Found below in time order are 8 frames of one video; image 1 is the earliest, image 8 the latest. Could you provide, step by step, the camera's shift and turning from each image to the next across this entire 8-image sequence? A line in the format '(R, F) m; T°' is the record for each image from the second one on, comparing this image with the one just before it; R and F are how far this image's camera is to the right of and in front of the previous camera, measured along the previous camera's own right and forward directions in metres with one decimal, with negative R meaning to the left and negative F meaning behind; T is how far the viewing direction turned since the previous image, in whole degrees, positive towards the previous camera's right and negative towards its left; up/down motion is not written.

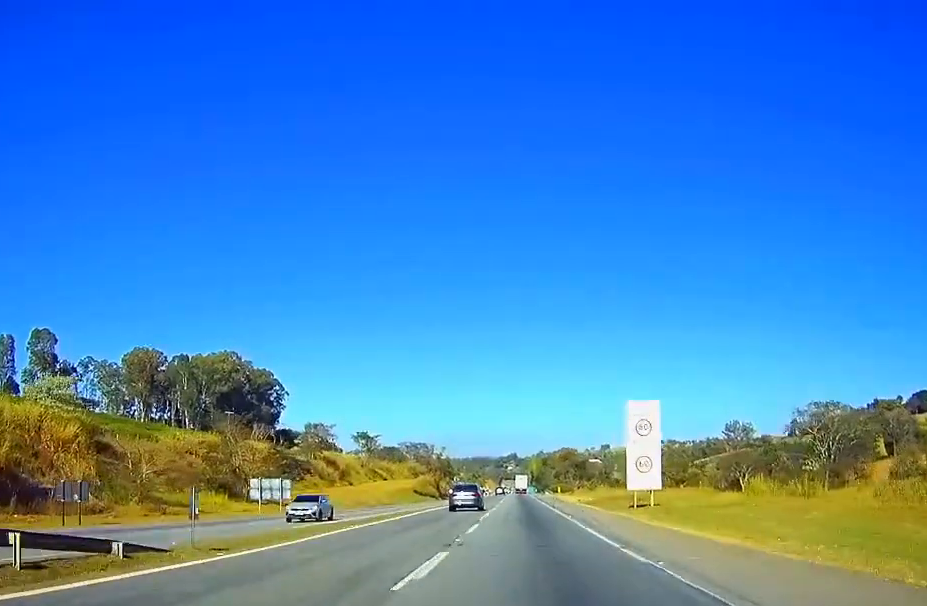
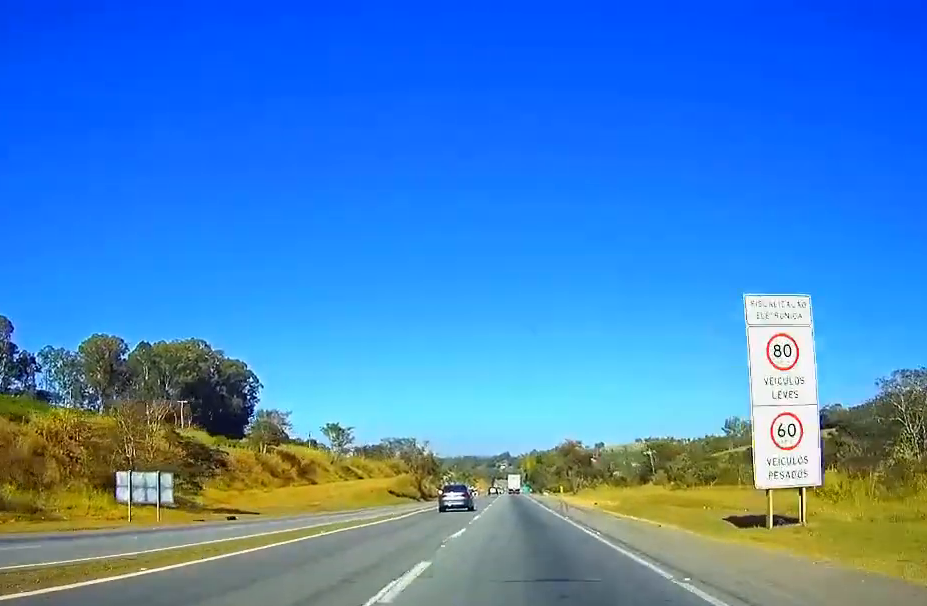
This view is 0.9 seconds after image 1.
(0.0, +27.3) m; 0°
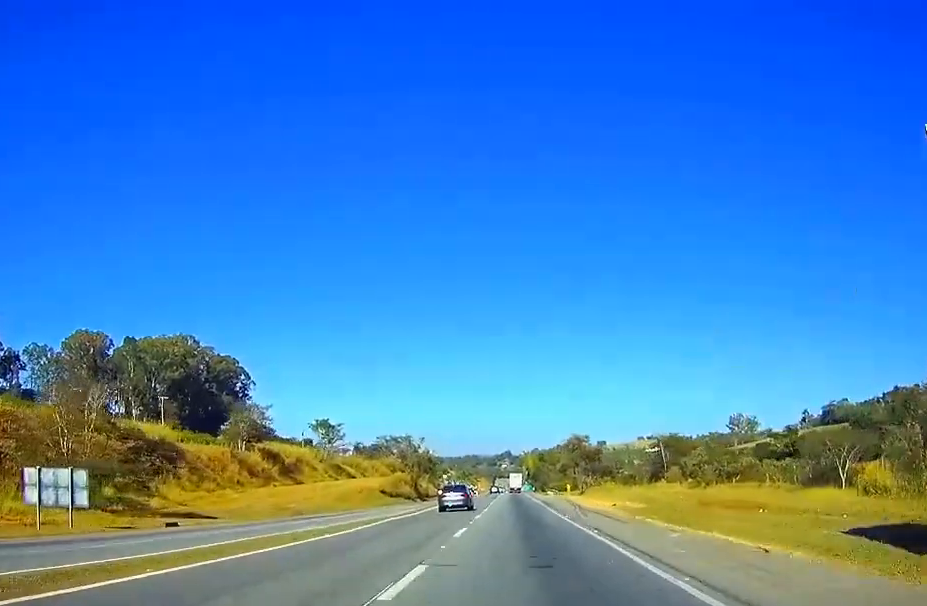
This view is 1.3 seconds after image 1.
(0.0, +11.7) m; 0°
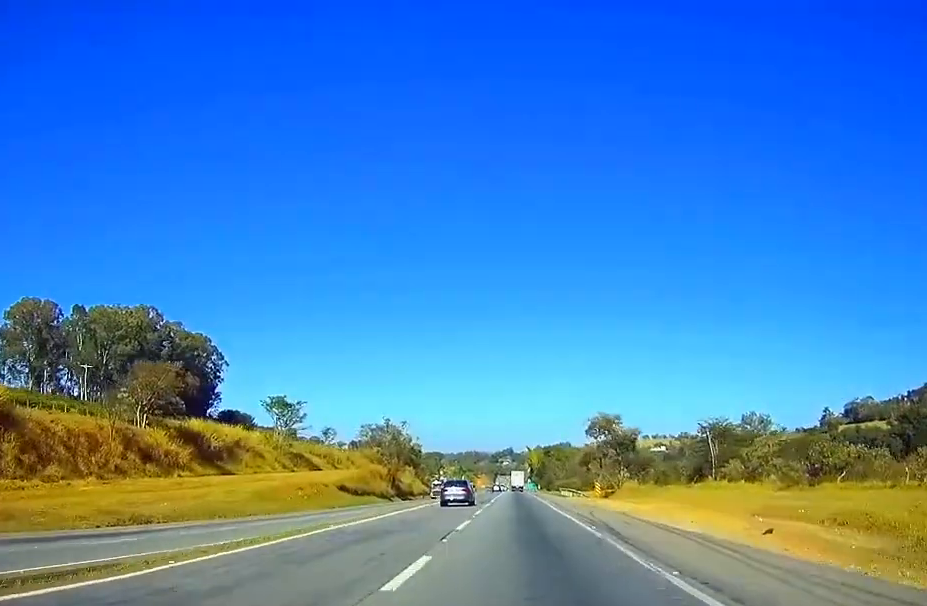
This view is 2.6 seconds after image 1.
(+0.1, +36.2) m; 0°
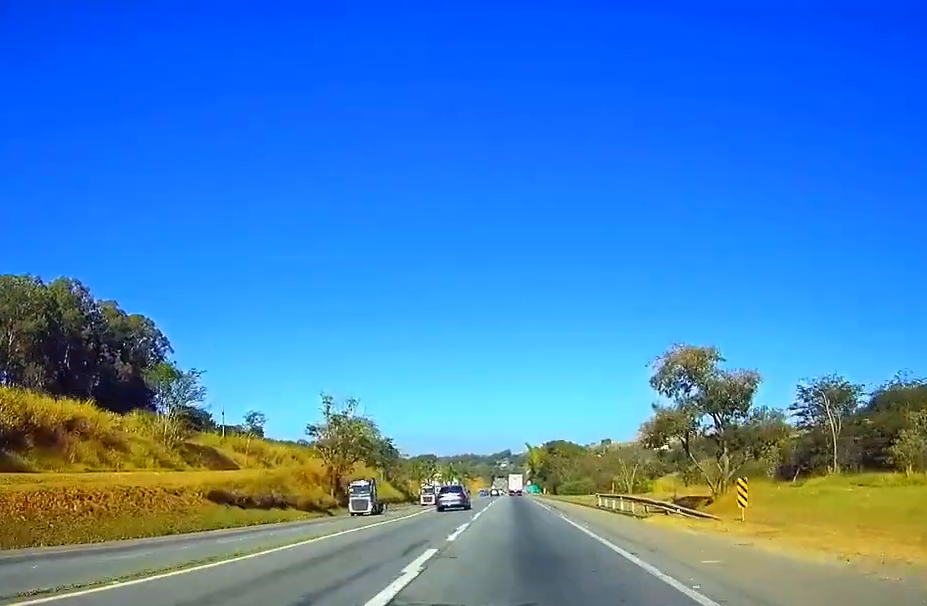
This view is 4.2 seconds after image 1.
(+0.1, +47.2) m; 0°
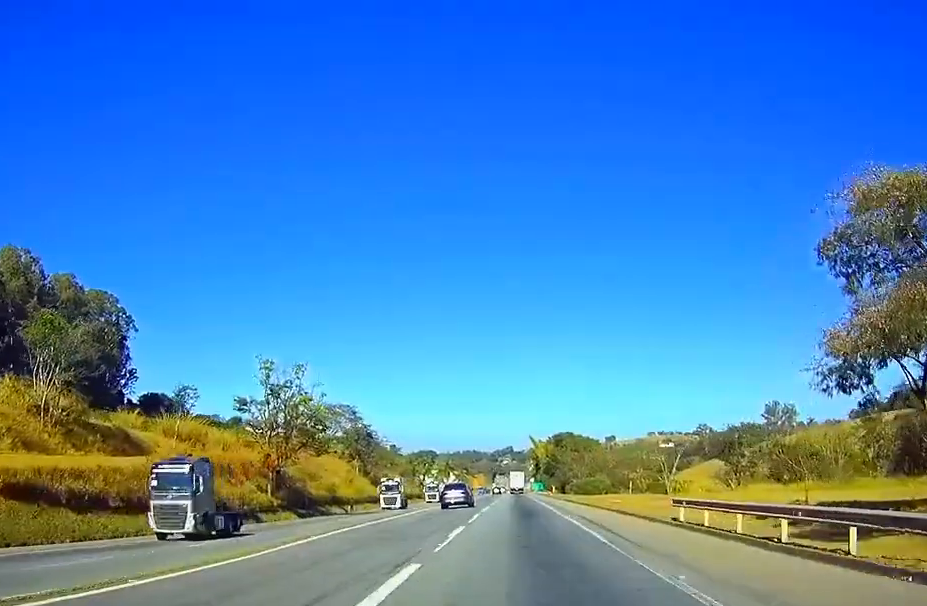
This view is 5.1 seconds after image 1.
(0.0, +27.7) m; 0°
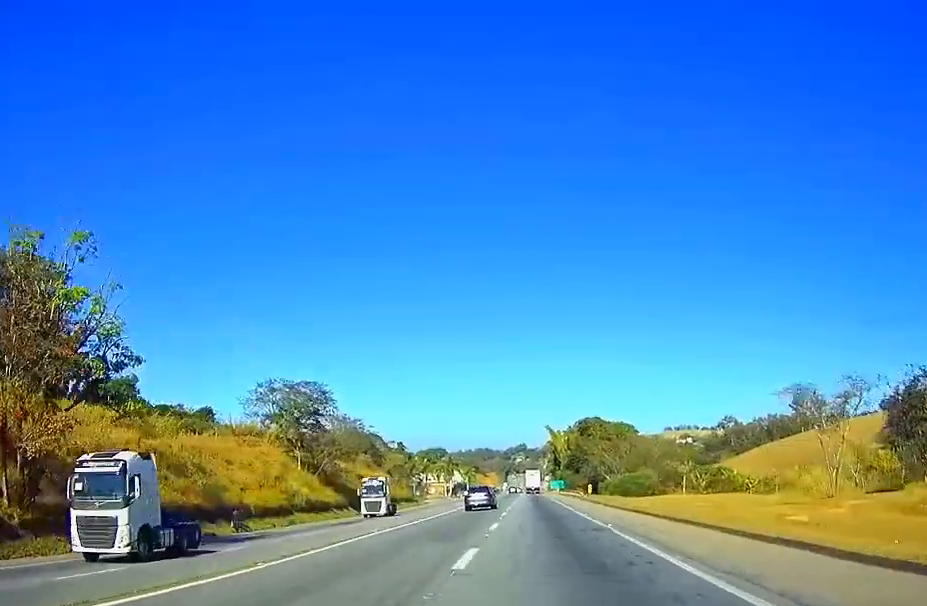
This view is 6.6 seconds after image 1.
(0.0, +43.6) m; 0°
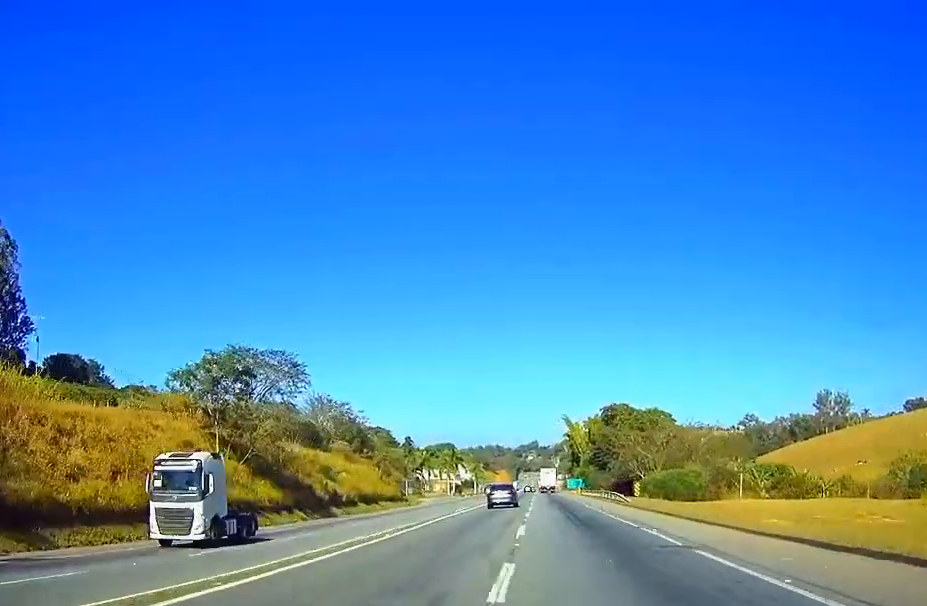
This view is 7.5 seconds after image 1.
(0.0, +28.7) m; 0°
